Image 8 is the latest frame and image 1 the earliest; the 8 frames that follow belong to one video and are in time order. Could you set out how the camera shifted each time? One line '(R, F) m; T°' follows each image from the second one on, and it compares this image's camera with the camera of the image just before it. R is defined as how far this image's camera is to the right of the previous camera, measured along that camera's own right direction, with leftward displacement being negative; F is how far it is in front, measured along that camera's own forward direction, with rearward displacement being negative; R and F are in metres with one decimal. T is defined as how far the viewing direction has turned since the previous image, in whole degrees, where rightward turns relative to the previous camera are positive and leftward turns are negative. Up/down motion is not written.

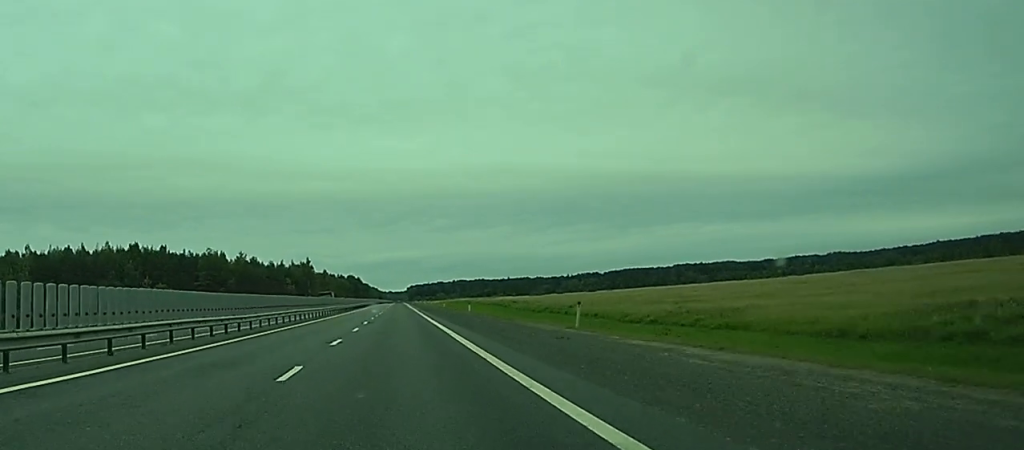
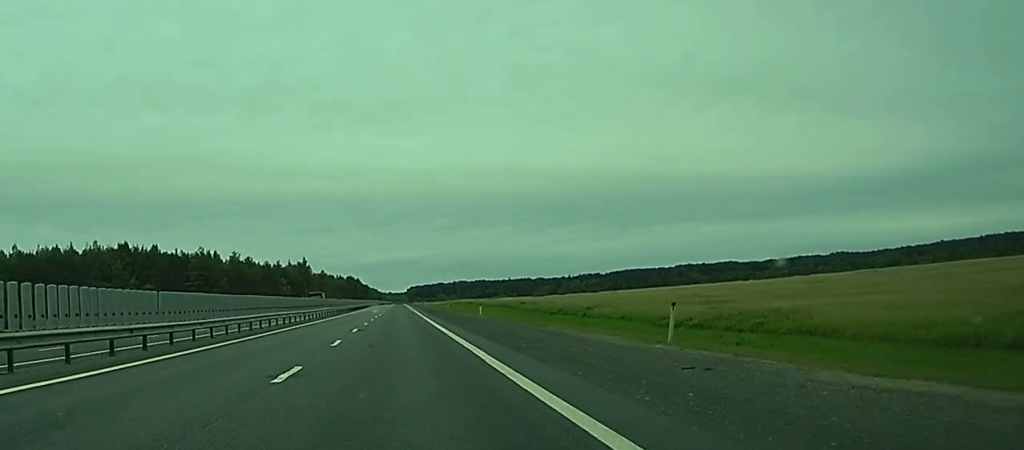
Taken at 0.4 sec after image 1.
(0.0, +11.5) m; 0°
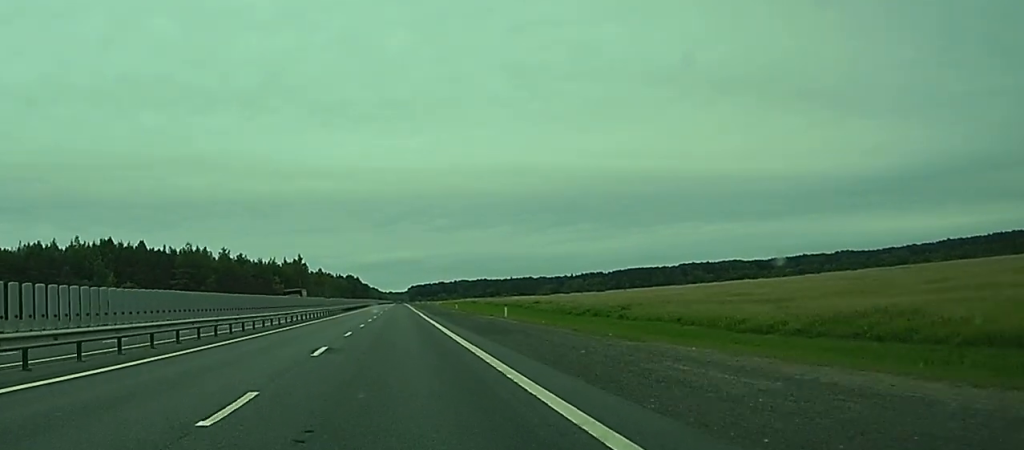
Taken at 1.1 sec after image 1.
(0.0, +16.9) m; 0°
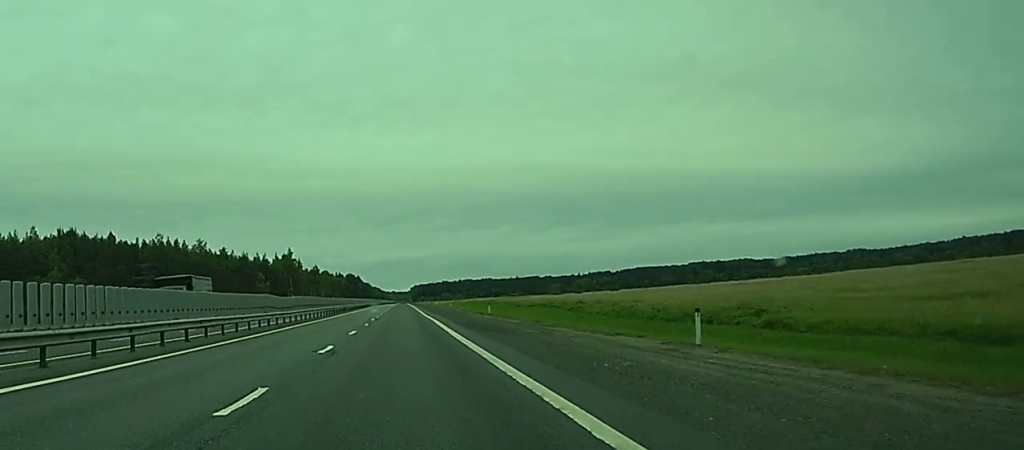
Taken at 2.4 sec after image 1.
(-0.1, +34.8) m; 0°
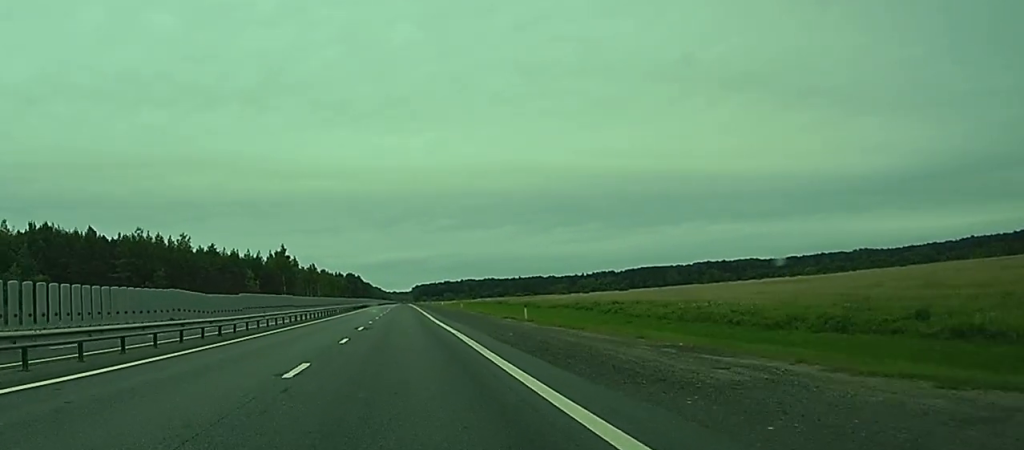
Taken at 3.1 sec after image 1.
(0.0, +18.9) m; 0°
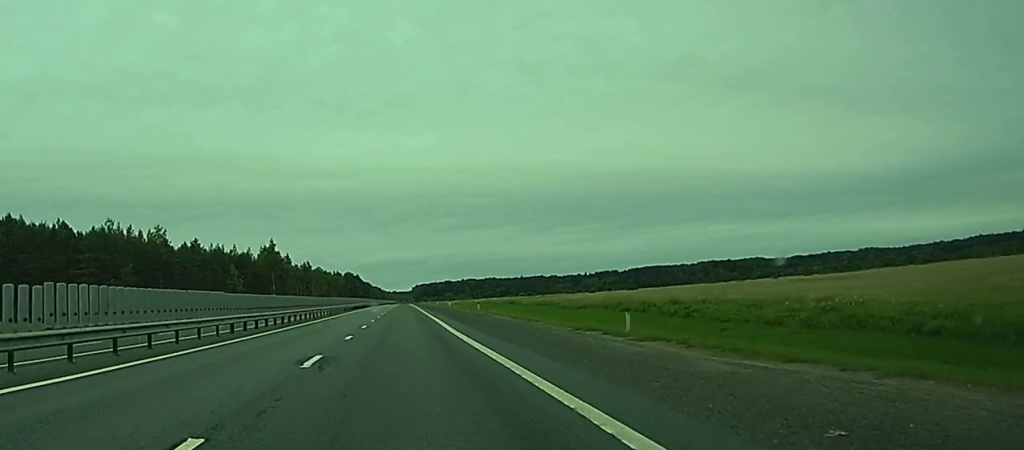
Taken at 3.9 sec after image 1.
(0.0, +21.6) m; 0°
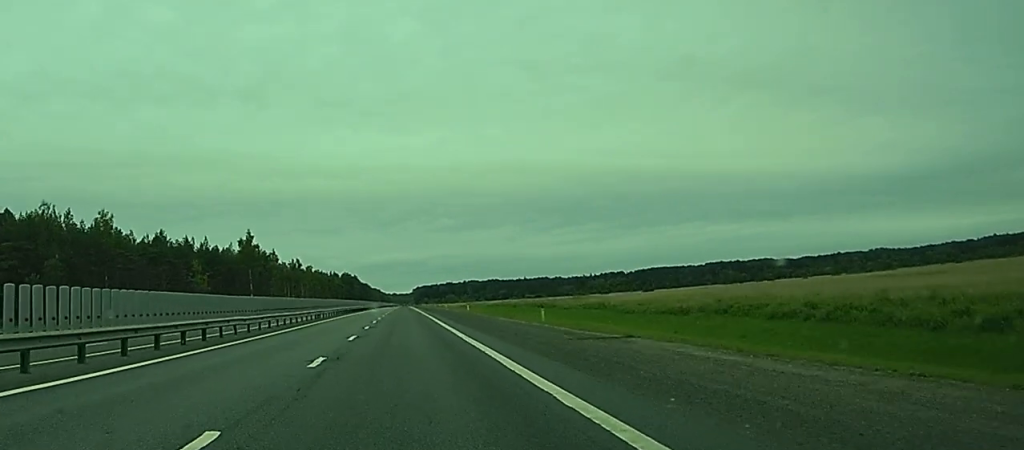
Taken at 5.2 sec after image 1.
(+0.1, +35.2) m; 0°
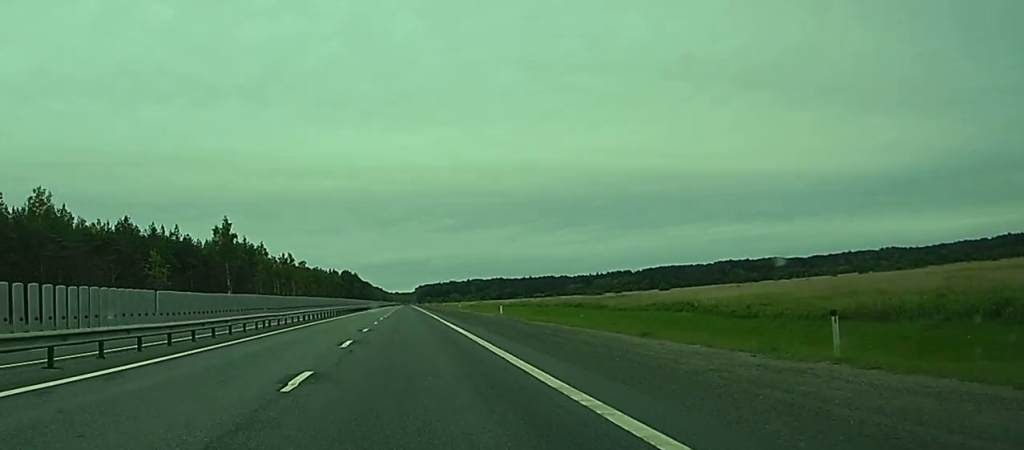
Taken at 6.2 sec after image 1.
(-0.1, +28.8) m; 0°
